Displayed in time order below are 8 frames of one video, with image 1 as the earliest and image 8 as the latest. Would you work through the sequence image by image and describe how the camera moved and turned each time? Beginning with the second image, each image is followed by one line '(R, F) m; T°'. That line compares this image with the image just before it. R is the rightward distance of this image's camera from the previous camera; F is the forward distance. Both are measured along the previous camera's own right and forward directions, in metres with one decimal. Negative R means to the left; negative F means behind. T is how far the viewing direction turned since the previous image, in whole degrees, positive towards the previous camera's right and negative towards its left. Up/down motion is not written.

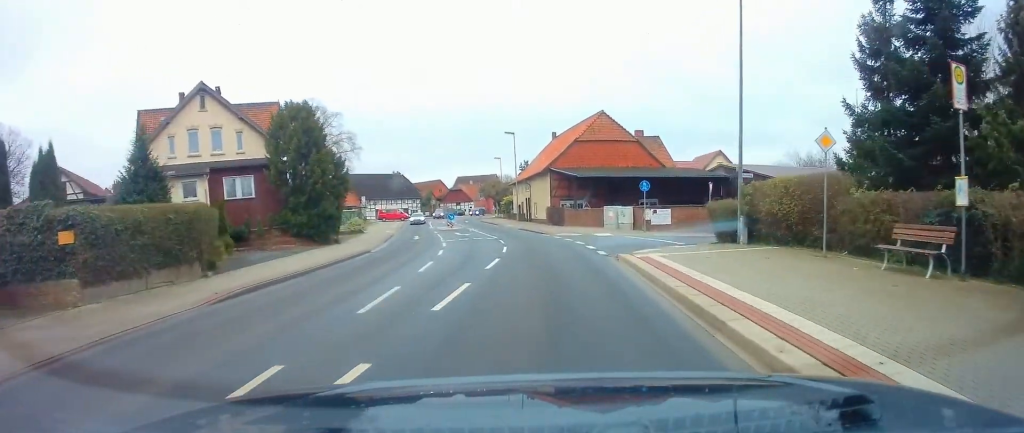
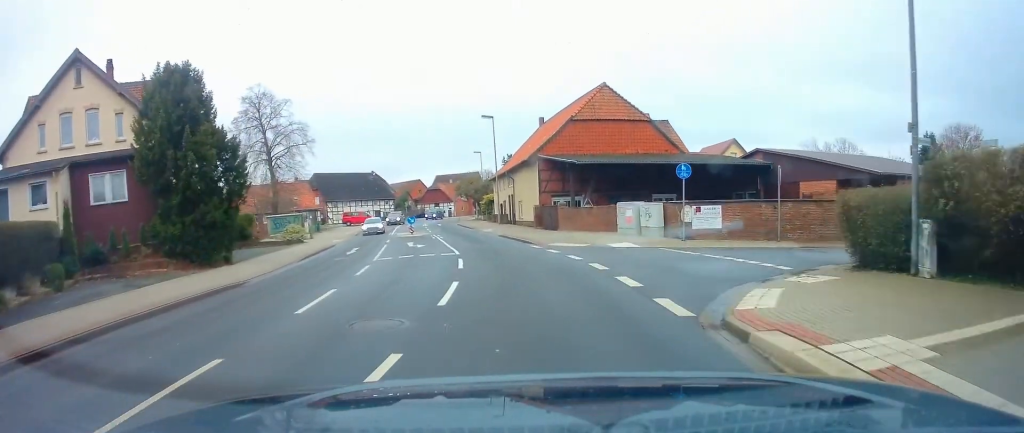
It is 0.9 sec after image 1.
(+0.3, +11.5) m; +1°
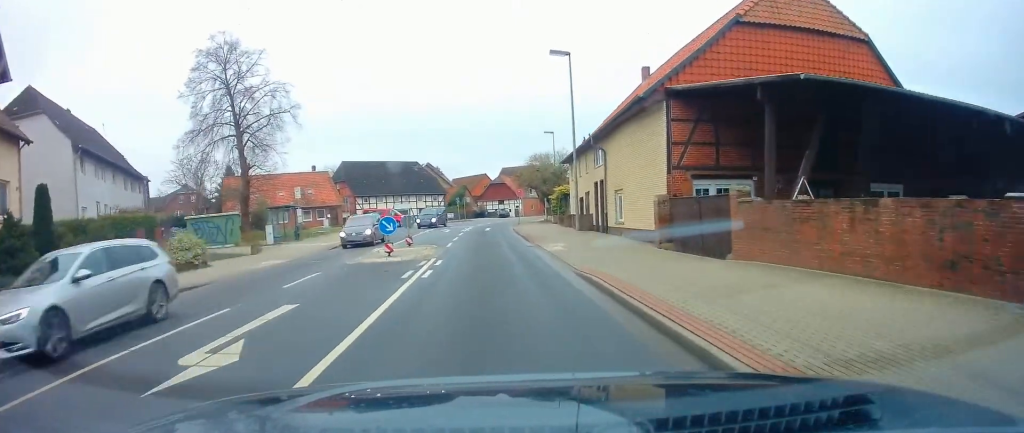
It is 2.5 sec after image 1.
(-1.1, +21.2) m; -8°
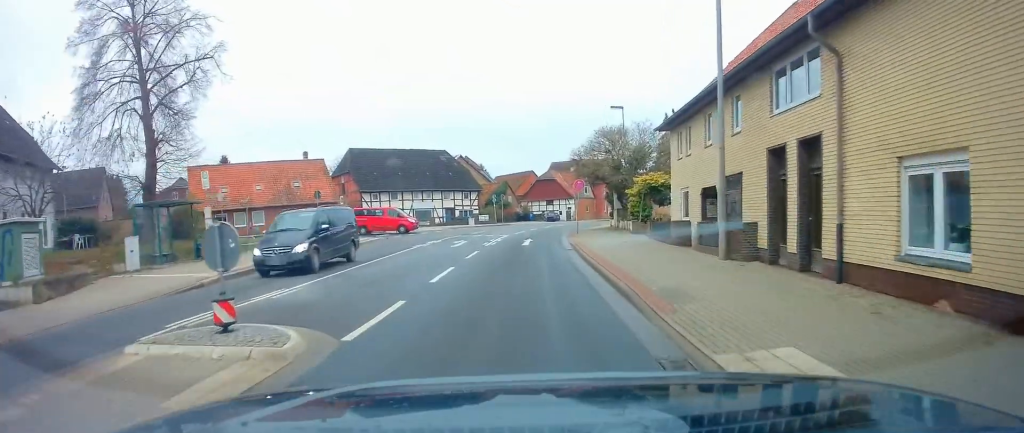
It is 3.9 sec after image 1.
(-0.9, +17.4) m; -3°
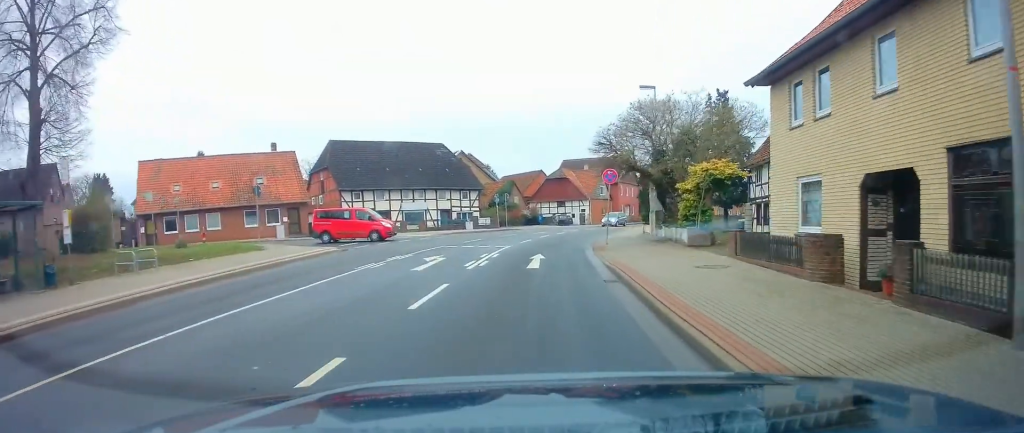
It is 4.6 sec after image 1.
(+0.2, +9.3) m; 0°
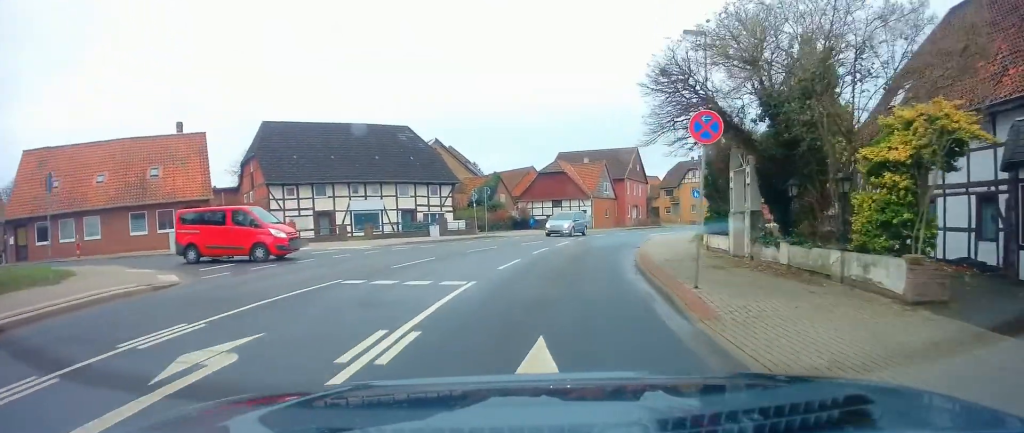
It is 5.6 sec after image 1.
(-0.2, +13.2) m; +2°
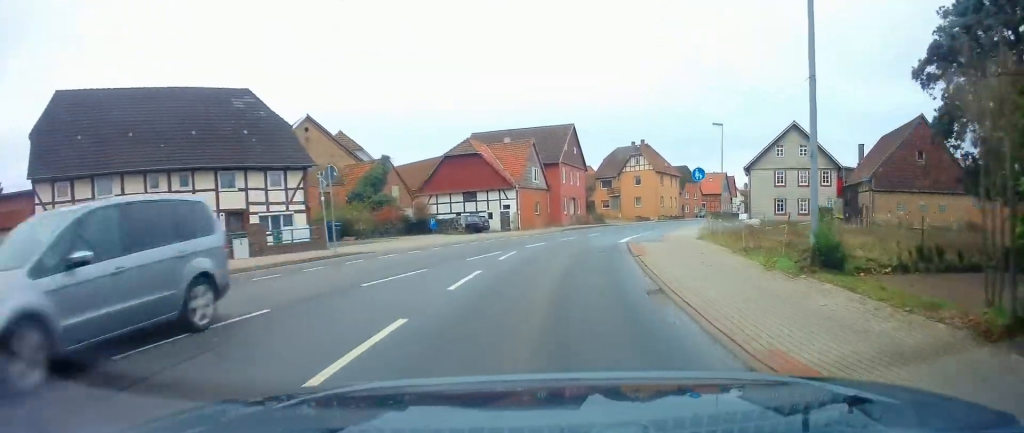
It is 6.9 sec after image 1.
(+1.1, +16.3) m; +7°
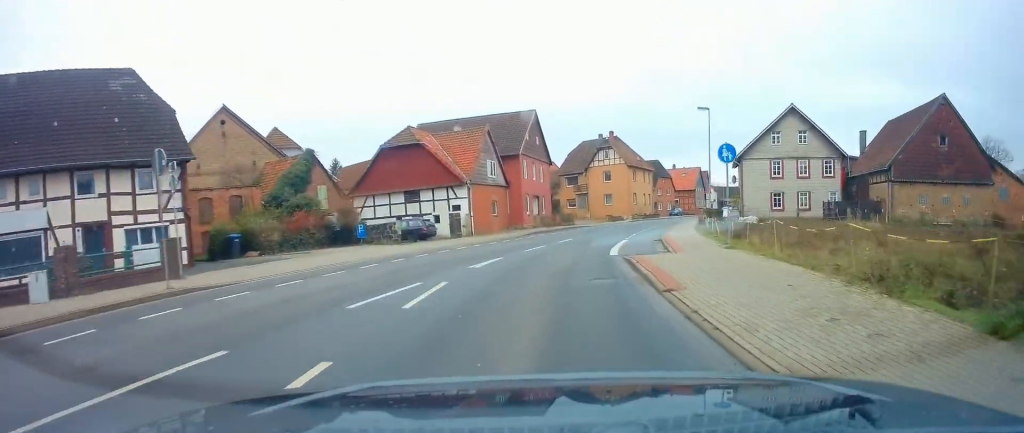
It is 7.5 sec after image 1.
(+0.4, +8.0) m; +2°
